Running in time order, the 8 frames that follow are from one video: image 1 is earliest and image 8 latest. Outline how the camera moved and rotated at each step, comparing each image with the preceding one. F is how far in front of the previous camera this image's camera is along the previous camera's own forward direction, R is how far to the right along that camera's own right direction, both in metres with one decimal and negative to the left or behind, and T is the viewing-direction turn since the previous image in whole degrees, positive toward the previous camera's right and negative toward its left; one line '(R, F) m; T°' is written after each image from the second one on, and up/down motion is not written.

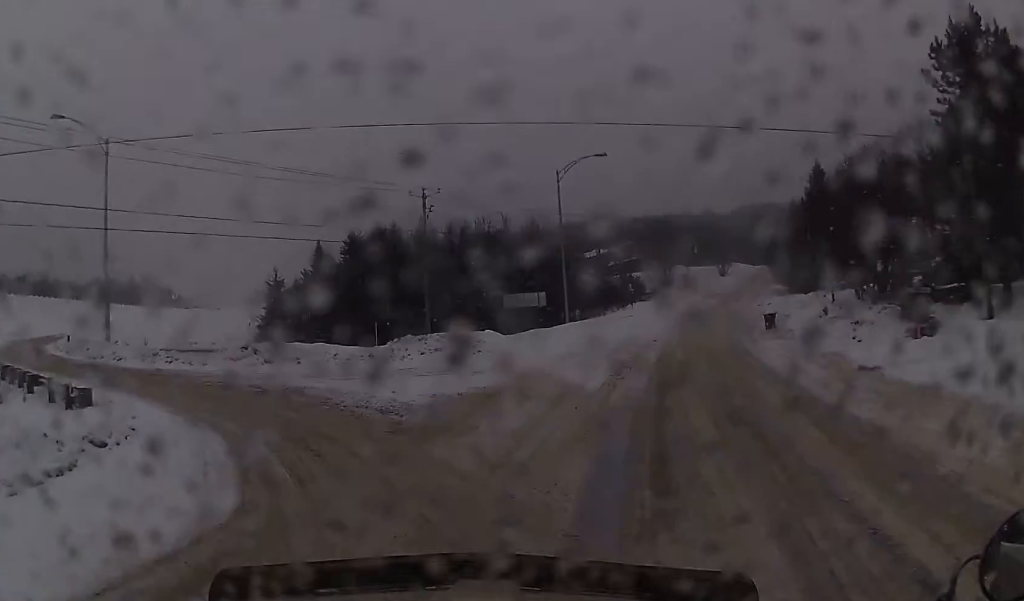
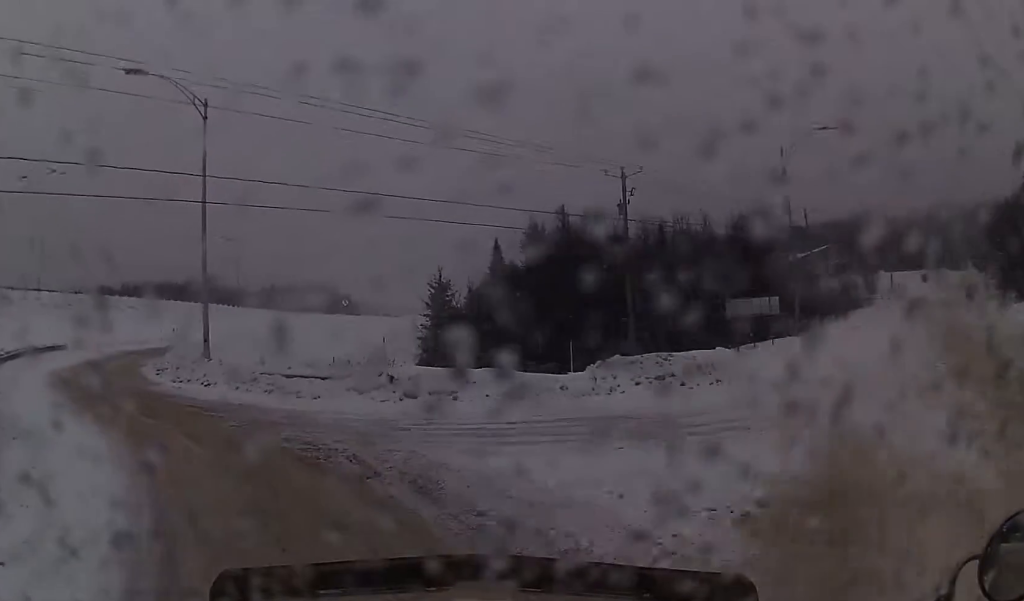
(-1.0, +11.5) m; -12°
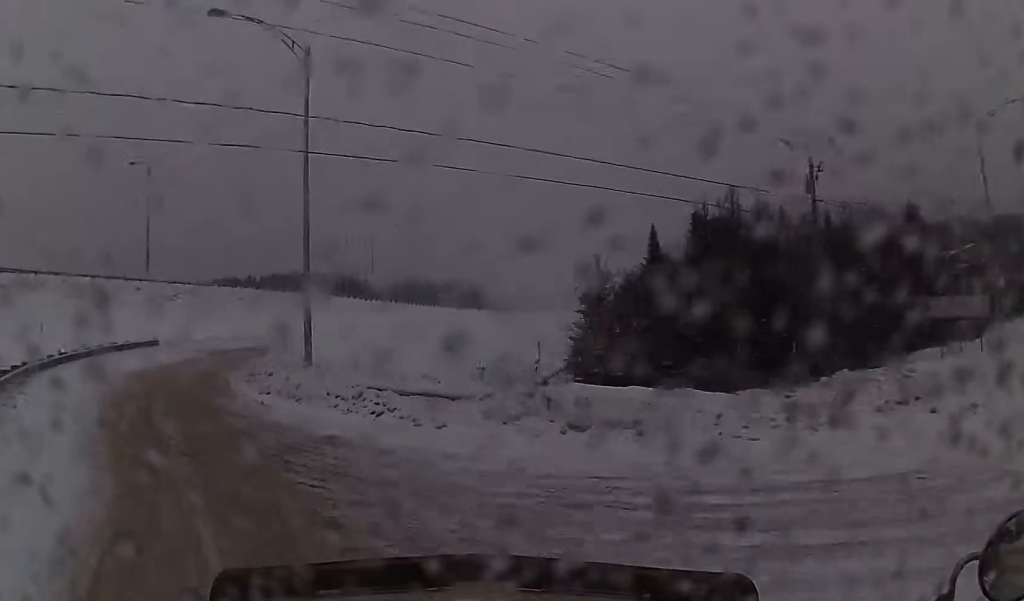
(-0.7, +7.1) m; -10°
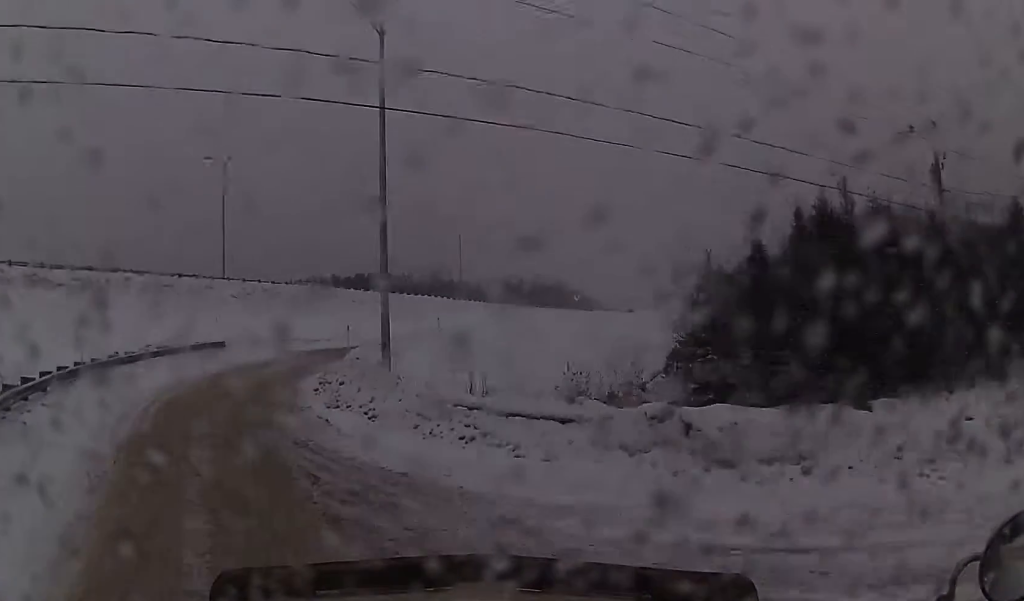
(0.0, +4.0) m; -6°
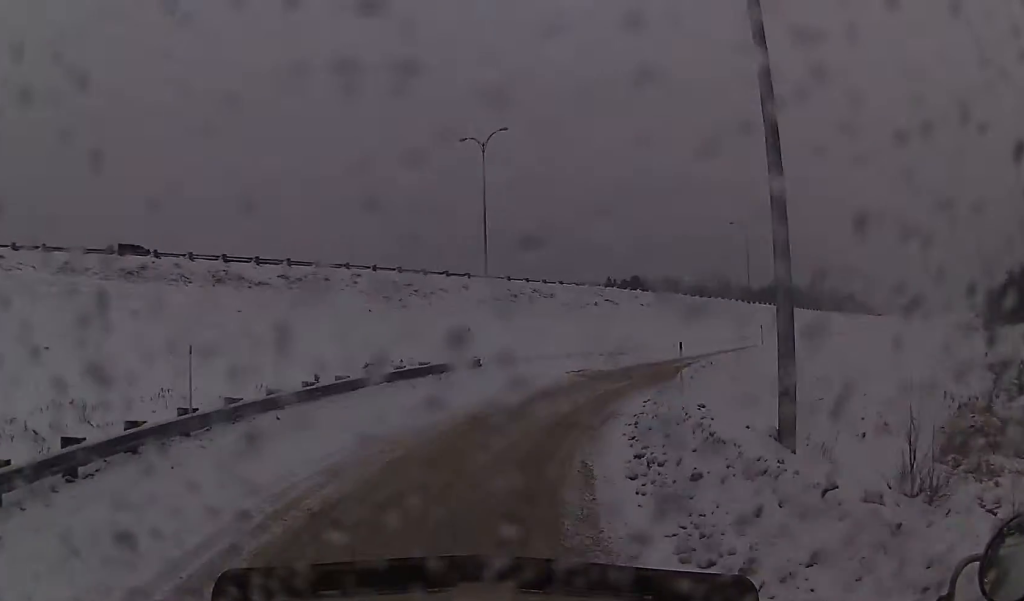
(-2.4, +12.4) m; -17°
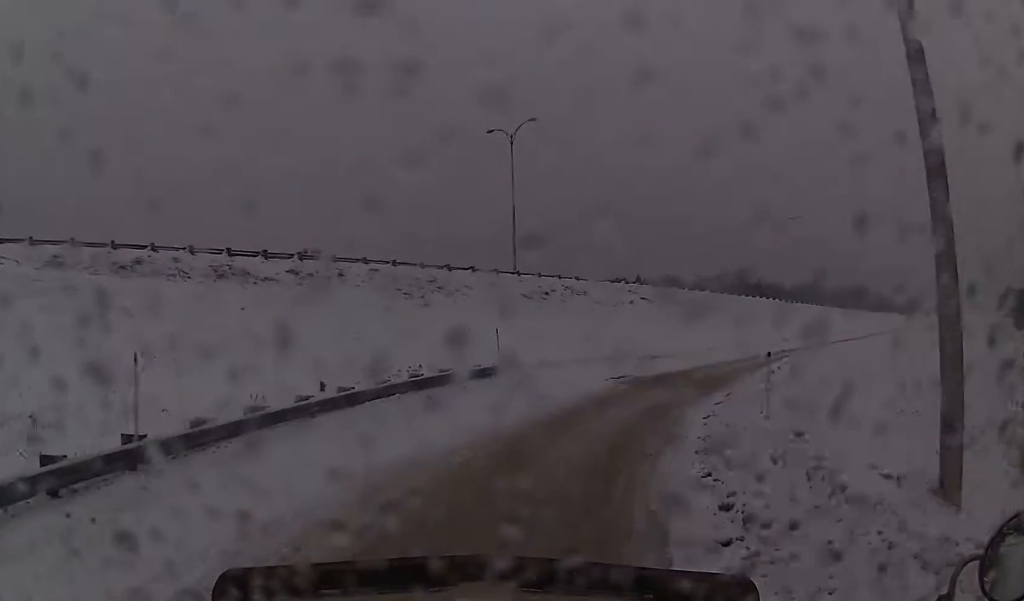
(0.0, +3.4) m; -4°
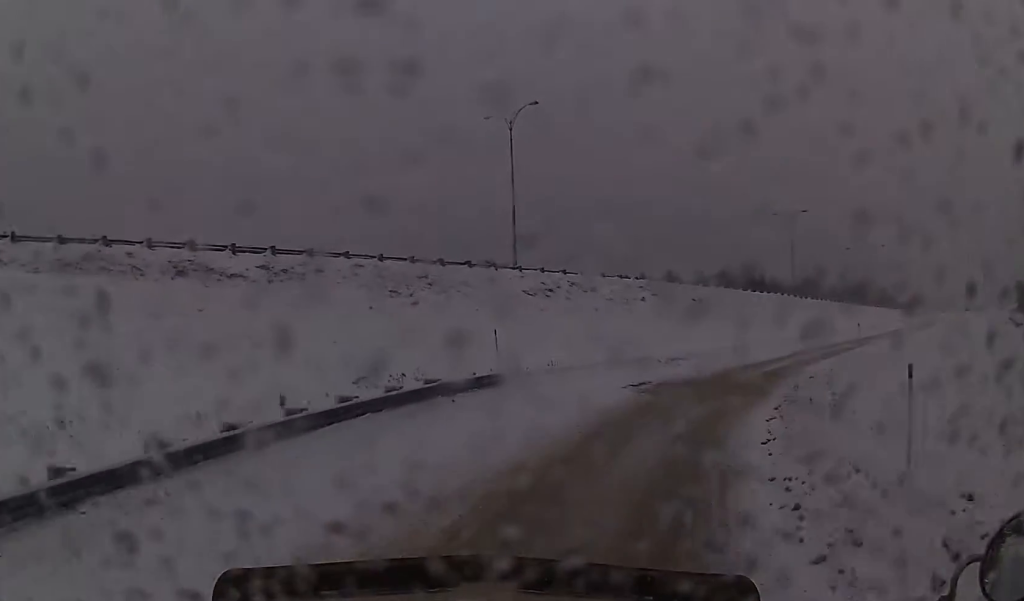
(-0.3, +4.3) m; -1°
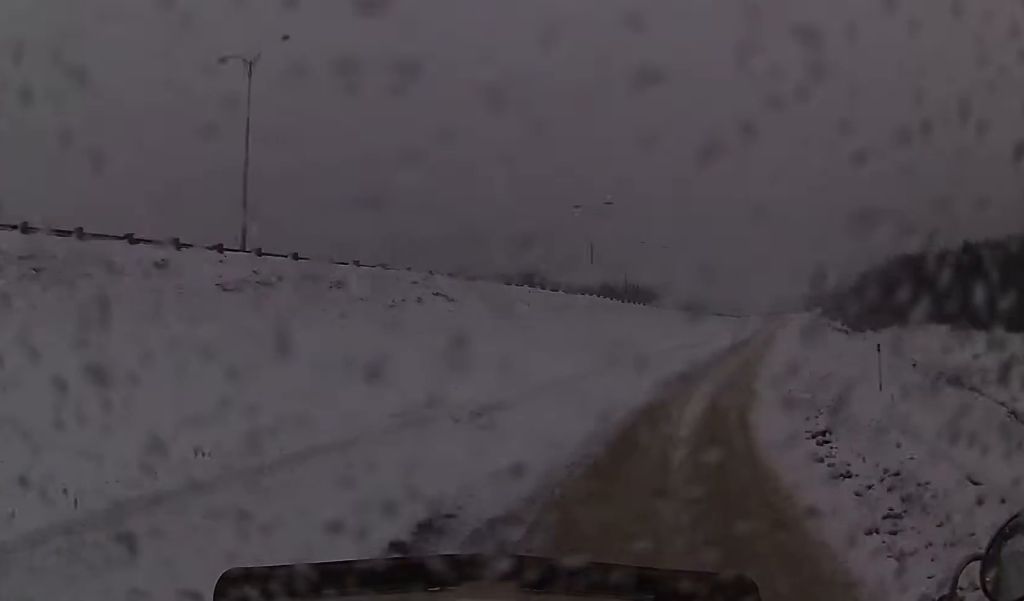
(+0.8, +15.8) m; +14°
